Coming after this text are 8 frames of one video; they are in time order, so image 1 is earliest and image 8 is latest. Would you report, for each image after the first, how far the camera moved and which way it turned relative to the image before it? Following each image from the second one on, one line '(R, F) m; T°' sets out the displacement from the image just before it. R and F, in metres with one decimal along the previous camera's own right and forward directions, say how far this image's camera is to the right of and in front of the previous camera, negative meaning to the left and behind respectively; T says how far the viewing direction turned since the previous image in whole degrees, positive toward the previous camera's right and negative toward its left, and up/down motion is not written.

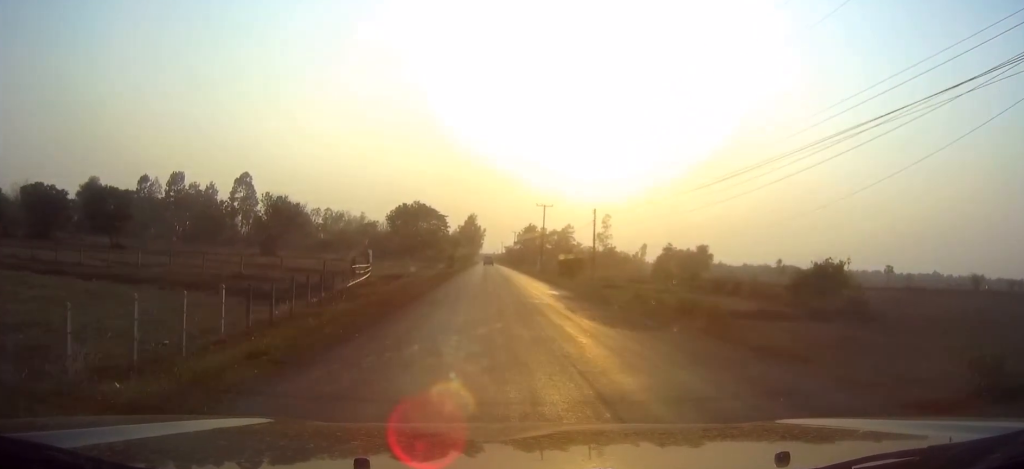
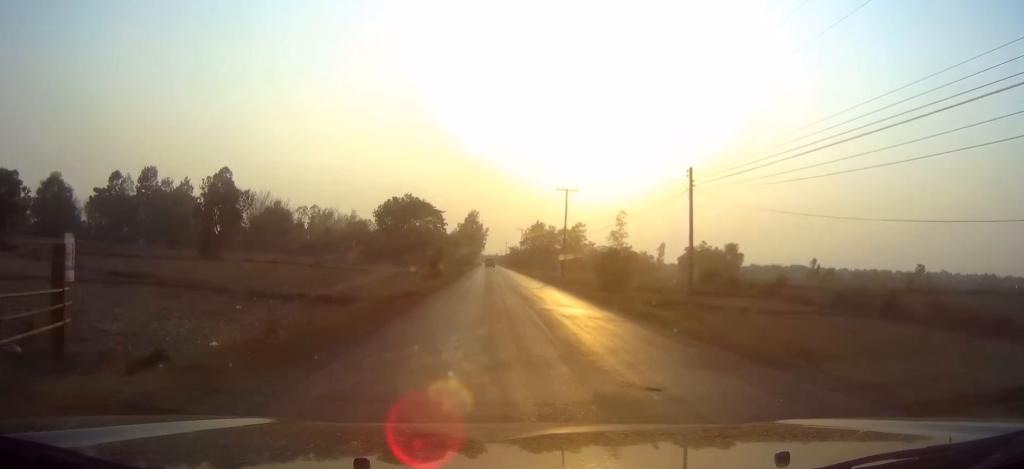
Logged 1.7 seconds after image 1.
(0.0, +25.6) m; 0°
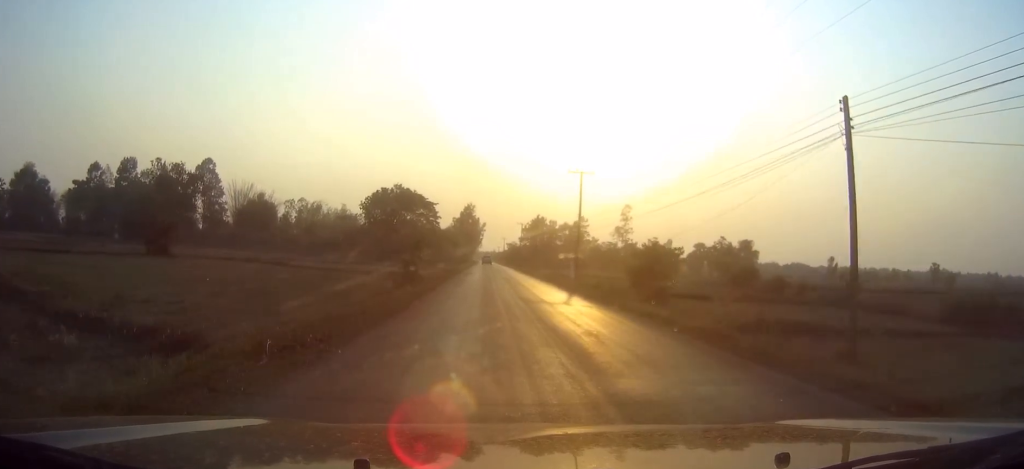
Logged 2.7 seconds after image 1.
(0.0, +14.4) m; -1°
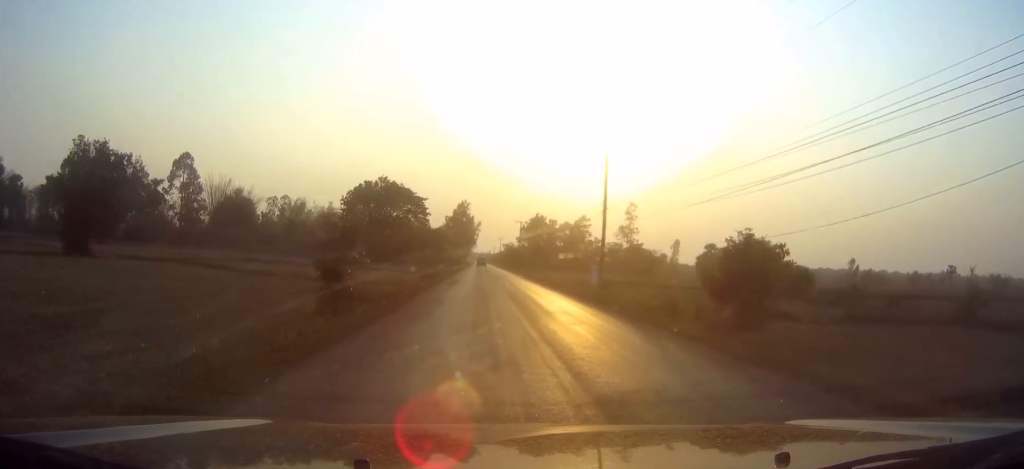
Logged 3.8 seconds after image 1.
(-0.1, +16.0) m; 0°
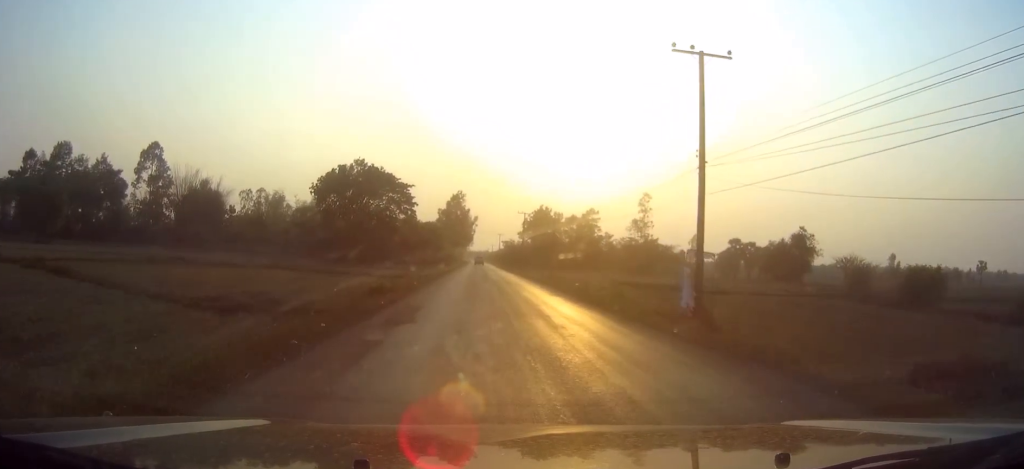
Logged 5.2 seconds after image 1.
(+0.2, +22.2) m; +1°
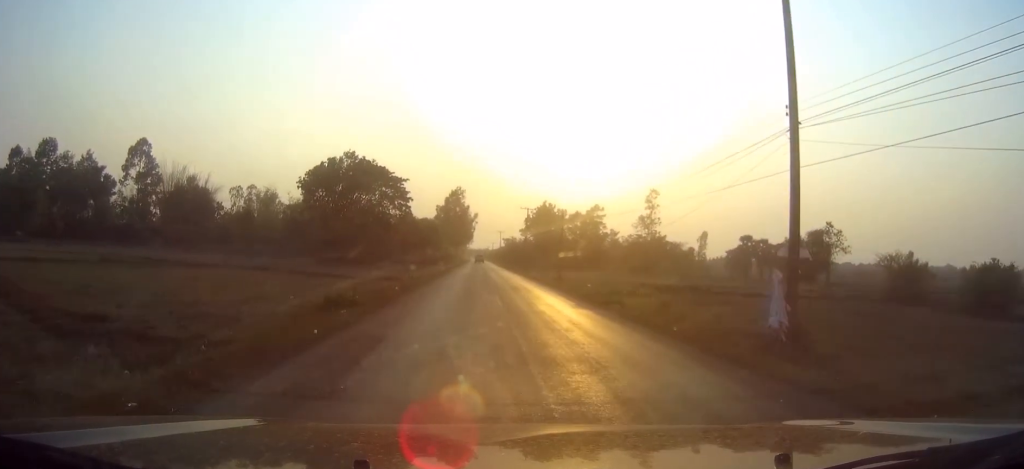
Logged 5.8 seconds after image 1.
(0.0, +8.6) m; 0°
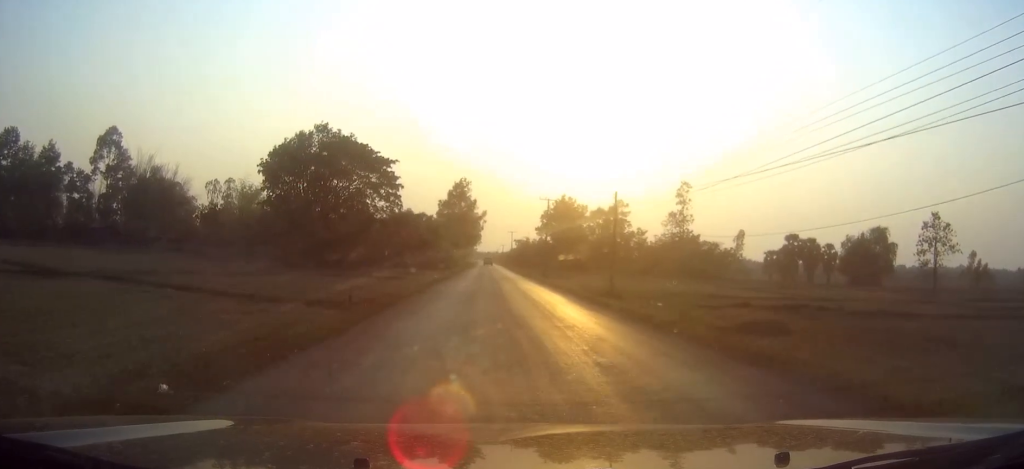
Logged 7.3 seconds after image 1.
(-0.1, +22.6) m; -1°
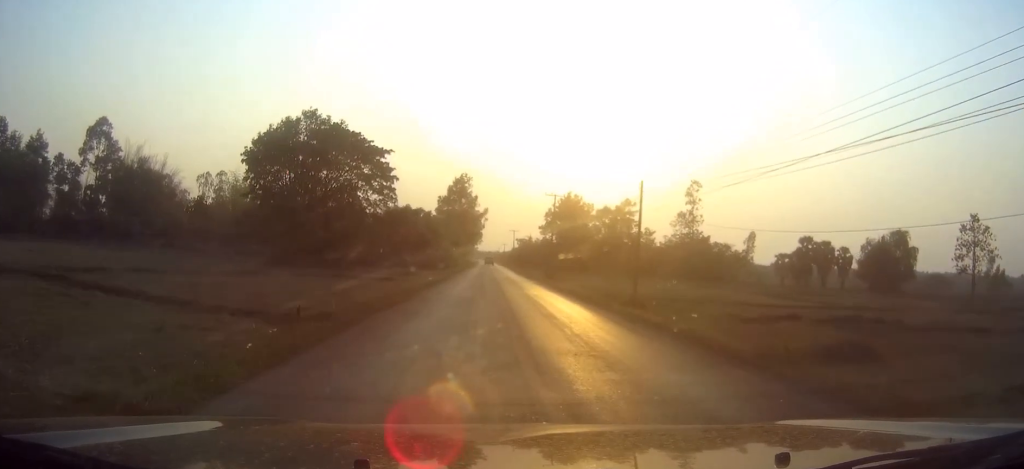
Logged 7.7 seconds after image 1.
(0.0, +6.7) m; 0°
